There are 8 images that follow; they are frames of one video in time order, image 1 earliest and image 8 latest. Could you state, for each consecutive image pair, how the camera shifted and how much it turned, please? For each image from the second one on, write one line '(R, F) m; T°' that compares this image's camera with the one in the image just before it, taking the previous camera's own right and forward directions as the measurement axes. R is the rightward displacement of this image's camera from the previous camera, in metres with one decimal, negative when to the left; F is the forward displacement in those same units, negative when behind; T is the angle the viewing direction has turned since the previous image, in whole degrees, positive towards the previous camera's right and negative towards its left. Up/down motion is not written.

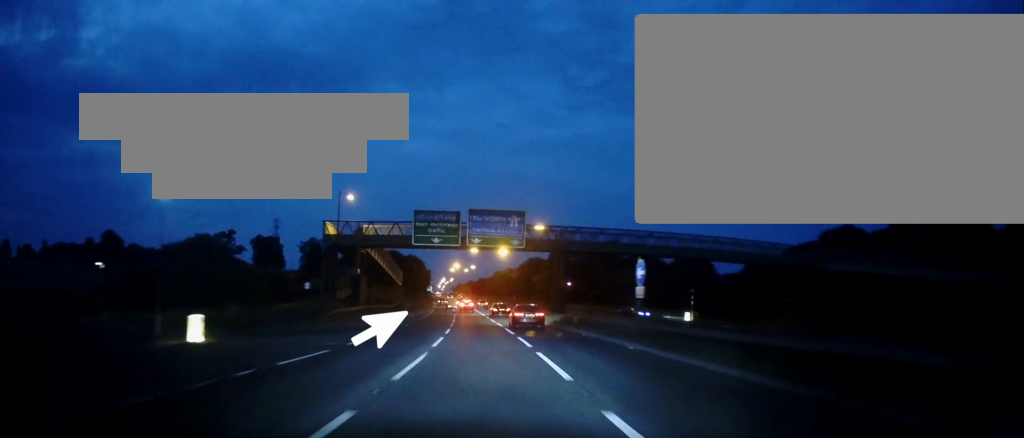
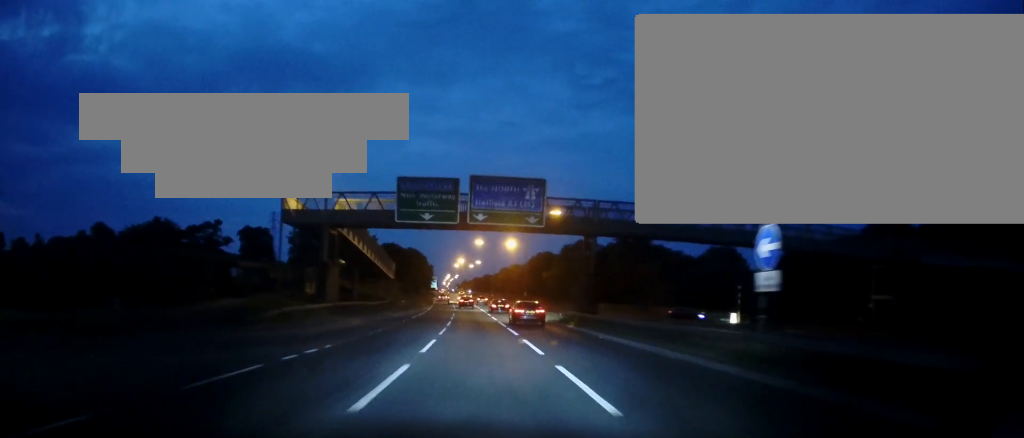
(-0.1, +12.8) m; 0°
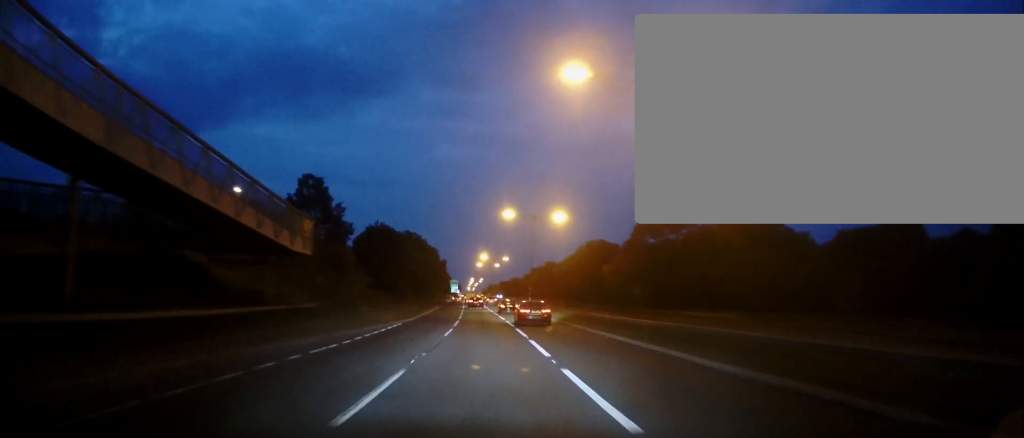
(-0.8, +45.8) m; -3°
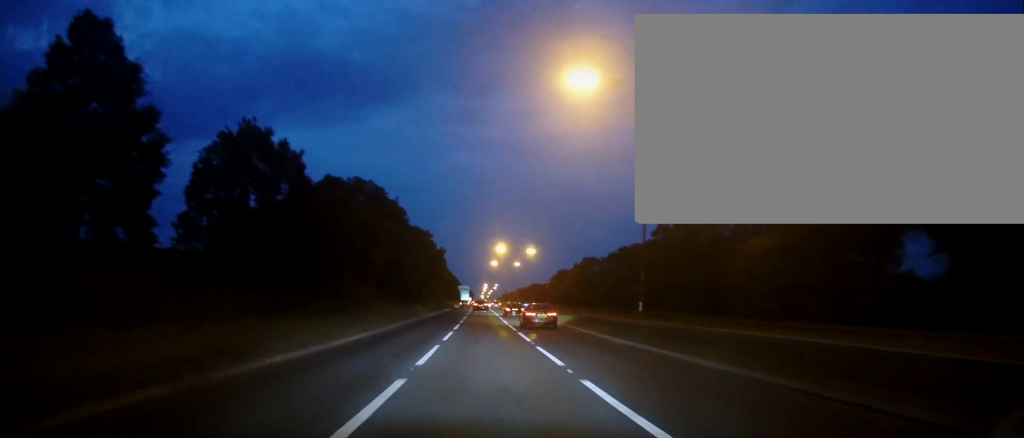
(-0.9, +49.8) m; -1°
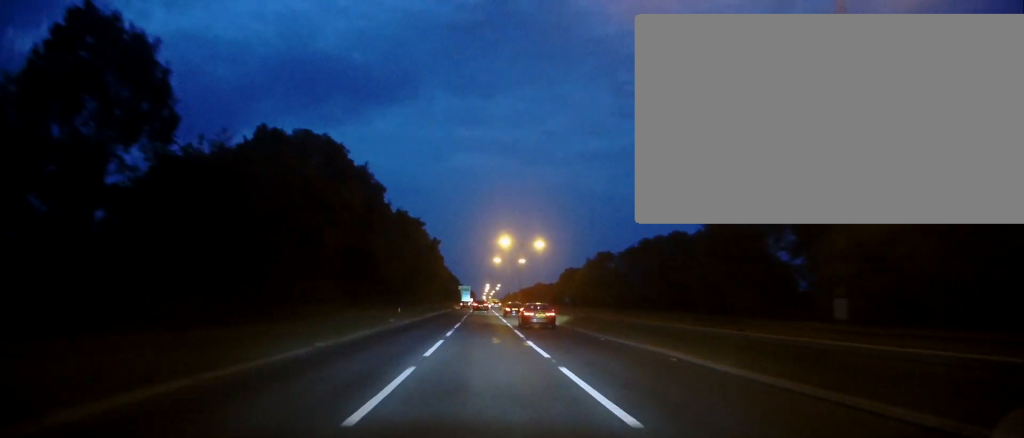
(-0.1, +16.2) m; 0°
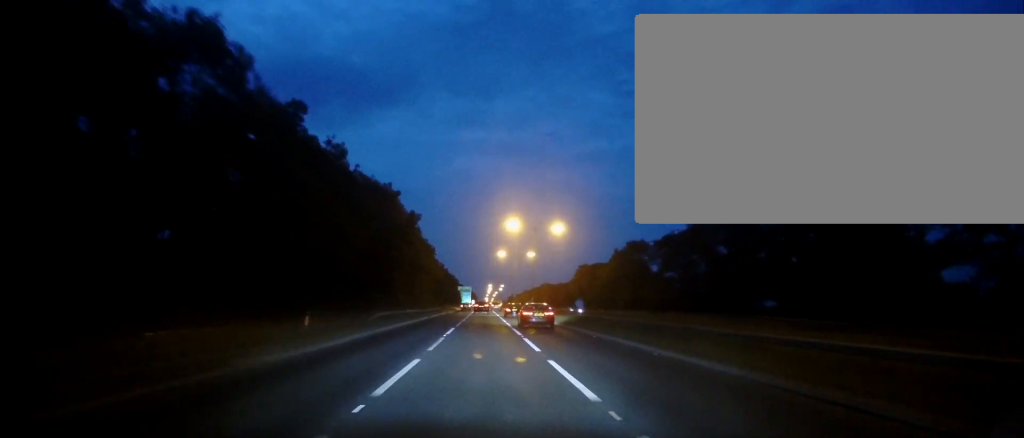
(+0.2, +24.8) m; -1°
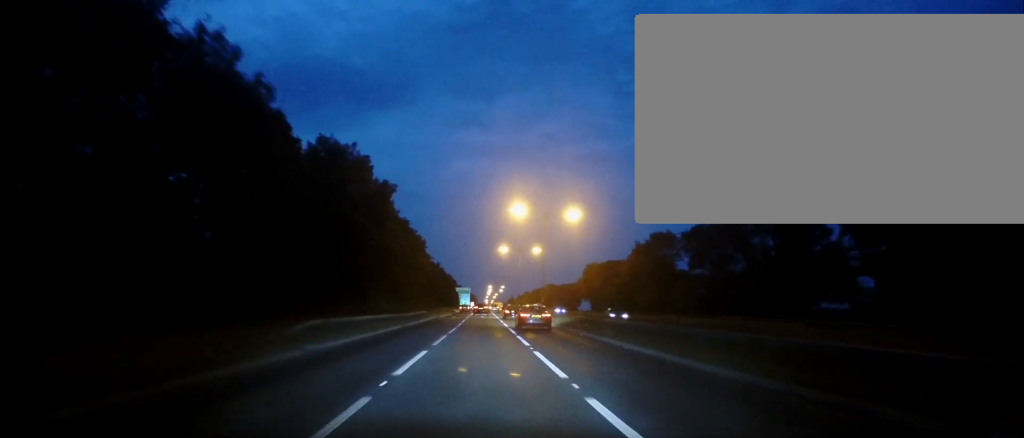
(-0.3, +14.8) m; 0°
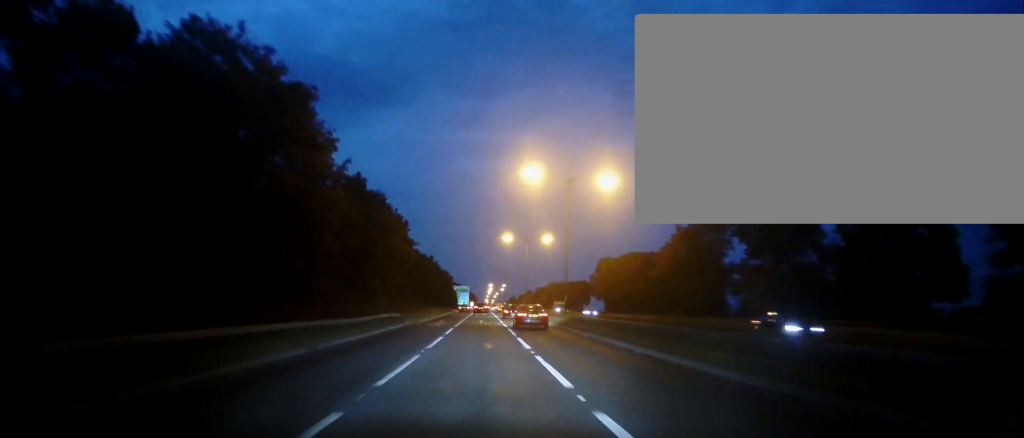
(-0.1, +19.3) m; 0°
